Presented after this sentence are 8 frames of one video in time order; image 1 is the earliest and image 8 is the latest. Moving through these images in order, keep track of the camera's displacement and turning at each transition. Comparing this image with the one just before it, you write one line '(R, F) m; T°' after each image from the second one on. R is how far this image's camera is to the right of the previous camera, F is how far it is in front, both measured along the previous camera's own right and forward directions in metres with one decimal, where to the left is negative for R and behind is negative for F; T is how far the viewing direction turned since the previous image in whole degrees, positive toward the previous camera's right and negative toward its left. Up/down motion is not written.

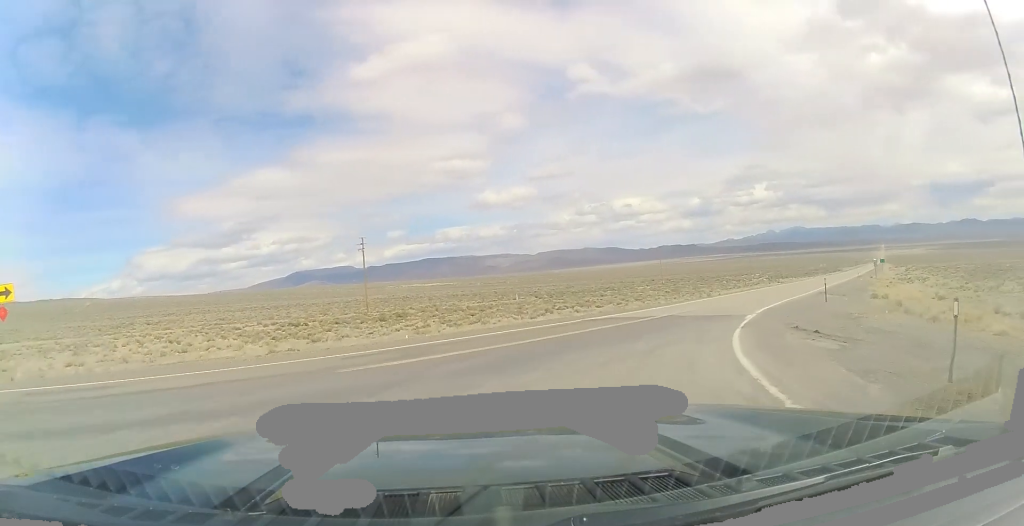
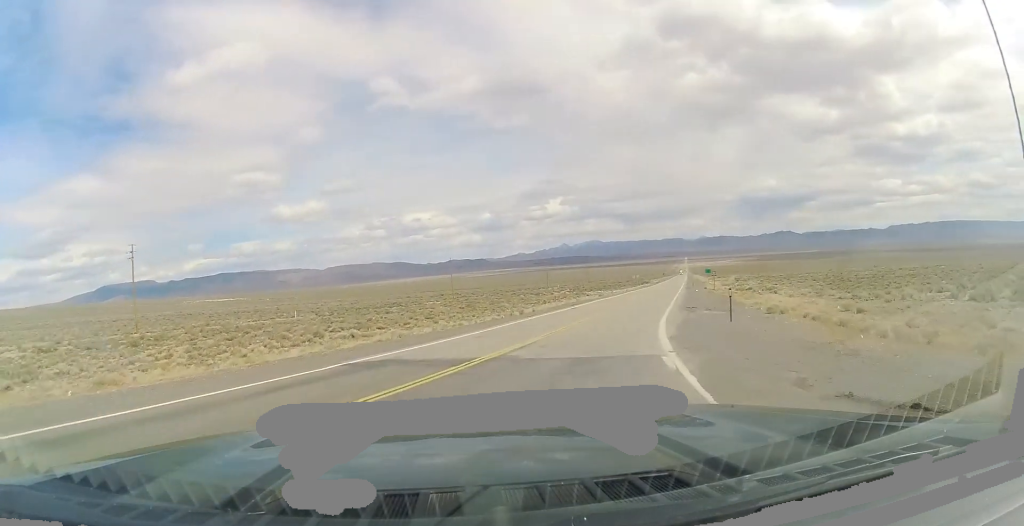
(+1.7, +10.6) m; +20°
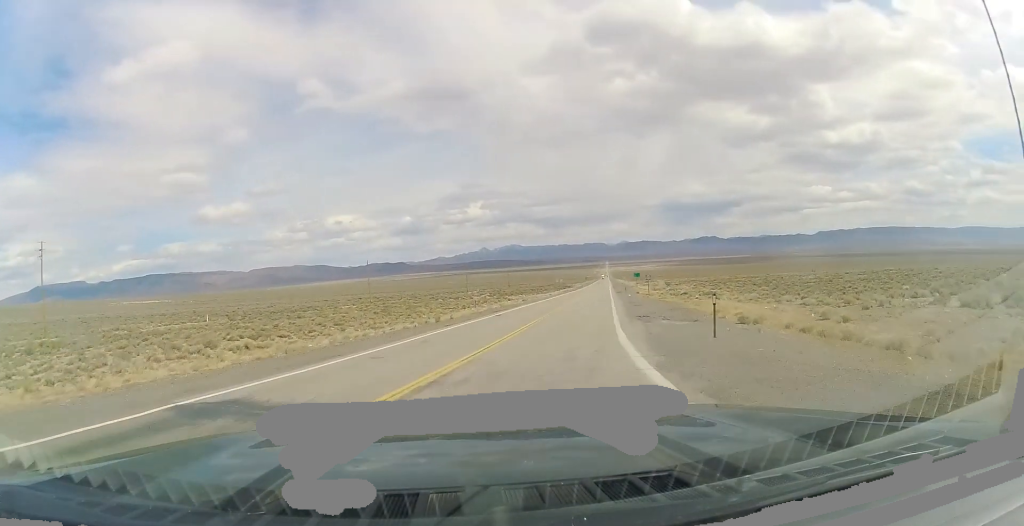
(+0.6, +5.4) m; +7°
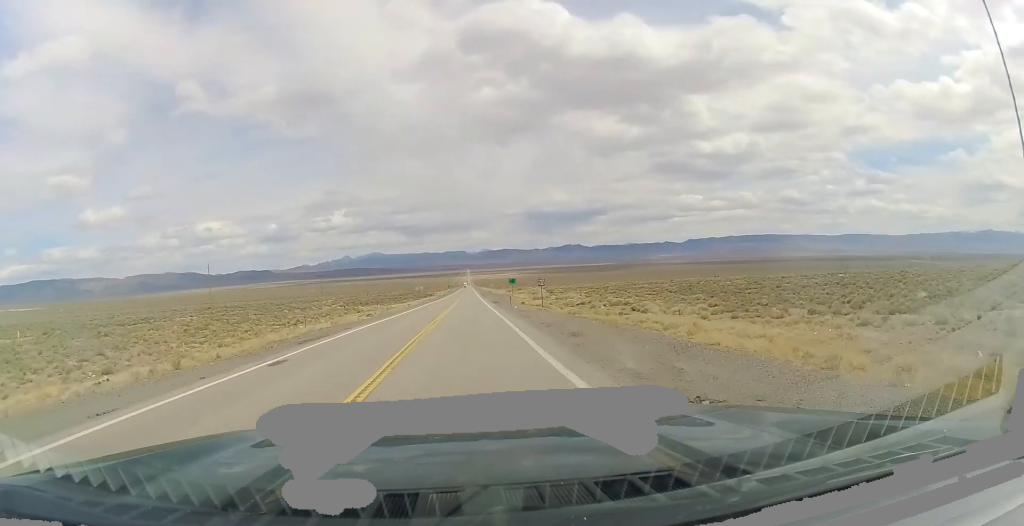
(+3.2, +19.3) m; +16°
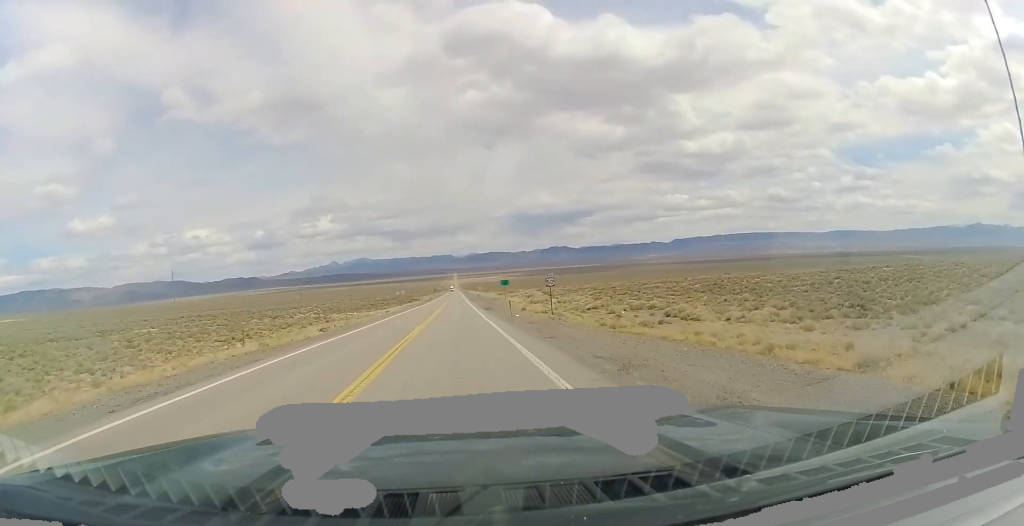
(+0.6, +12.1) m; +2°
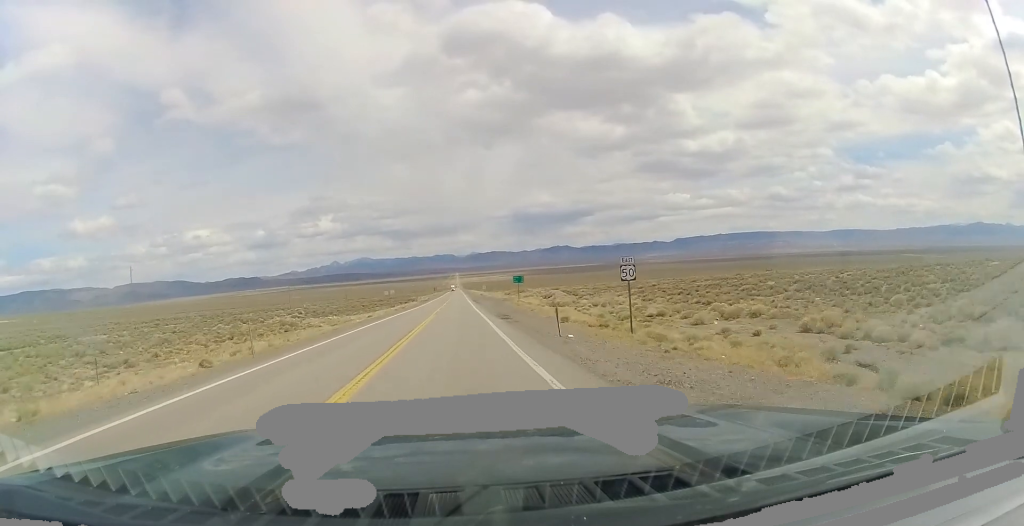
(-0.6, +17.8) m; -3°
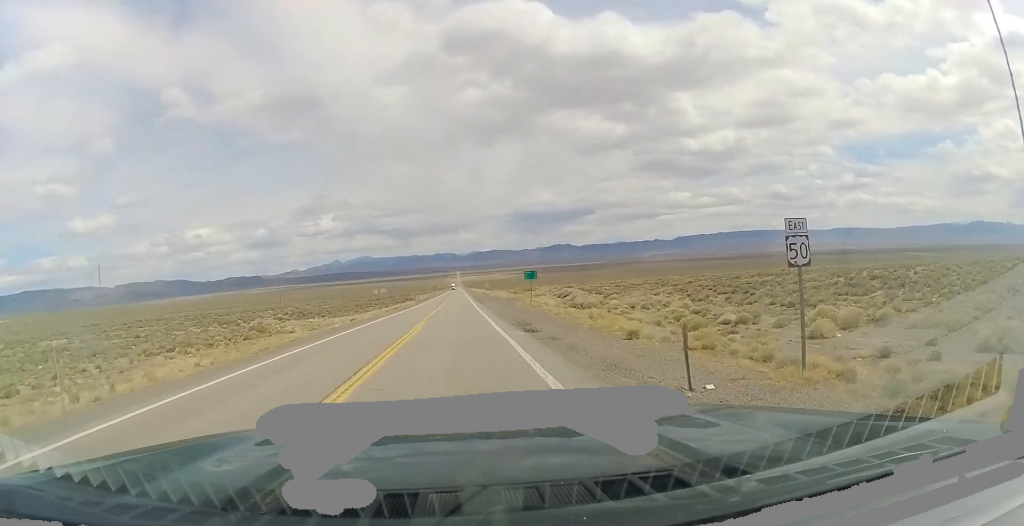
(-0.1, +11.1) m; -1°
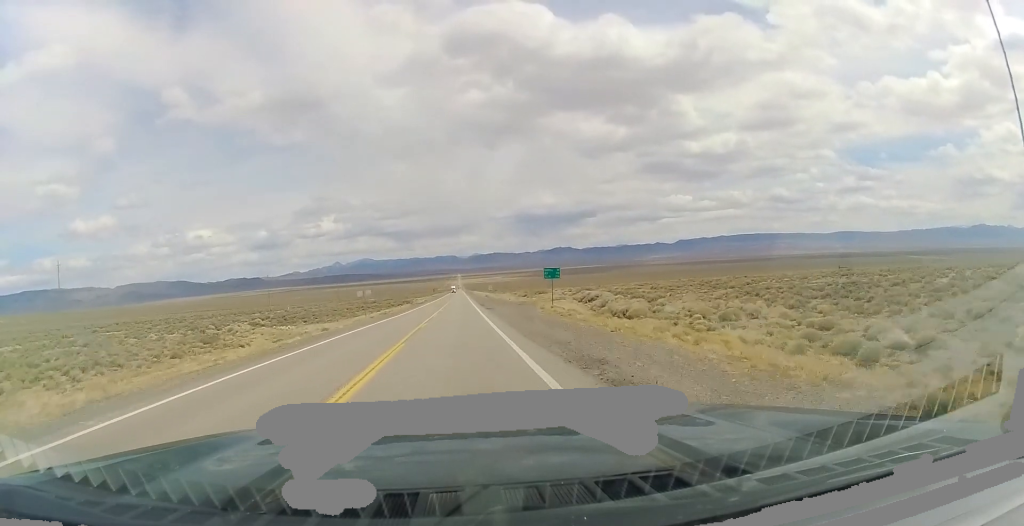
(-0.1, +12.5) m; 0°
